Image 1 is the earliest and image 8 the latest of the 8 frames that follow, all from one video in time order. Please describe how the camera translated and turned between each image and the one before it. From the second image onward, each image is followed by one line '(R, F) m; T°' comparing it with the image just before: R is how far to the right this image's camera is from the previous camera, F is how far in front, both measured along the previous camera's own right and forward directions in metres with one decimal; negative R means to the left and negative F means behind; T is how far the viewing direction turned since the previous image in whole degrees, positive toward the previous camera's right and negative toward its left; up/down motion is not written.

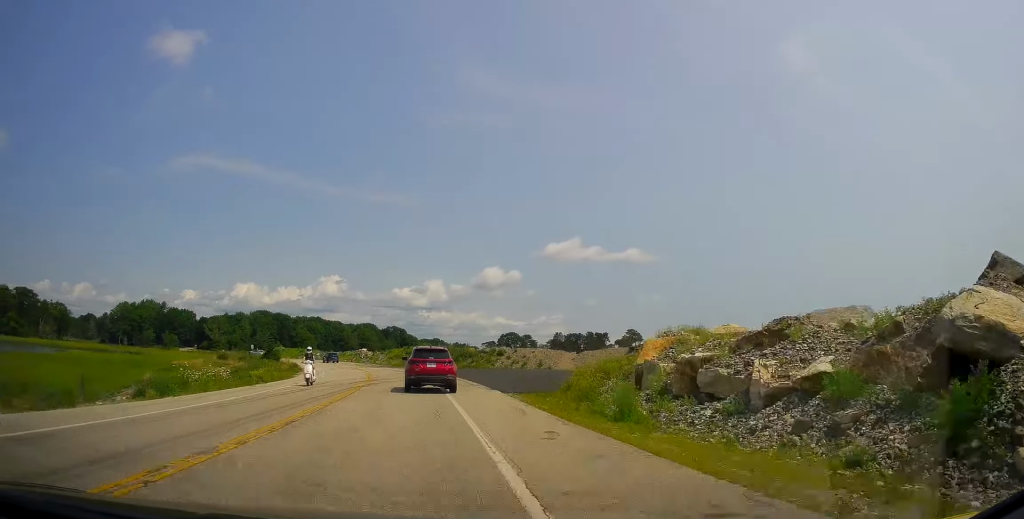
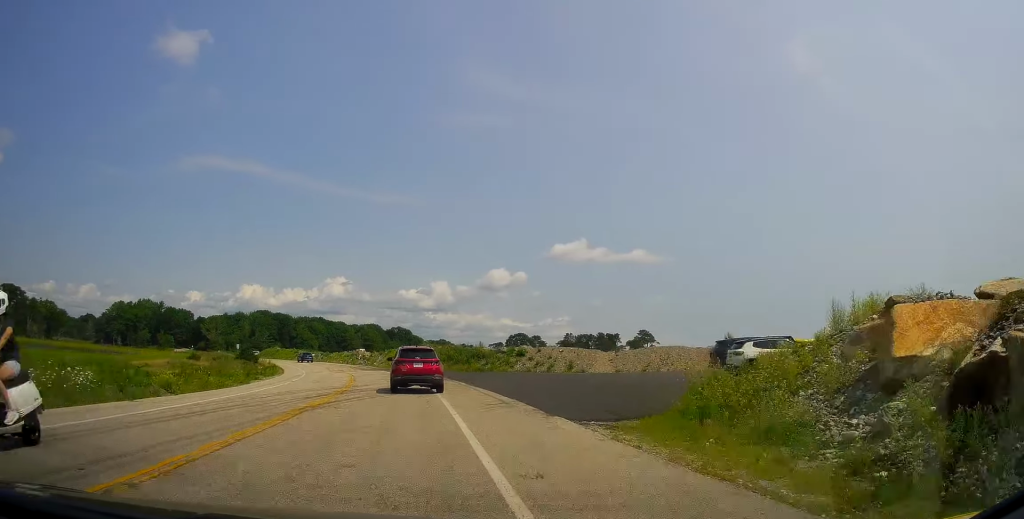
(-0.2, +11.6) m; -2°
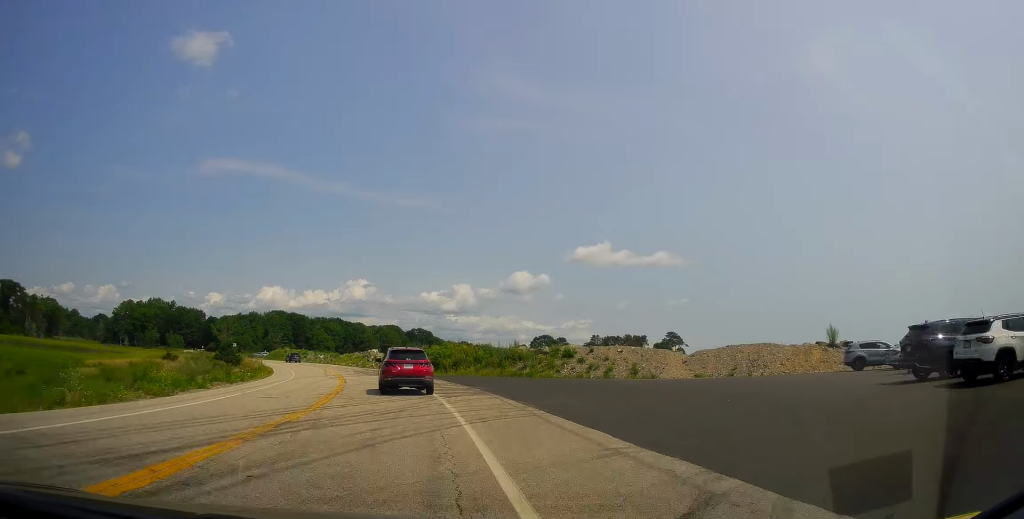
(0.0, +11.6) m; -3°
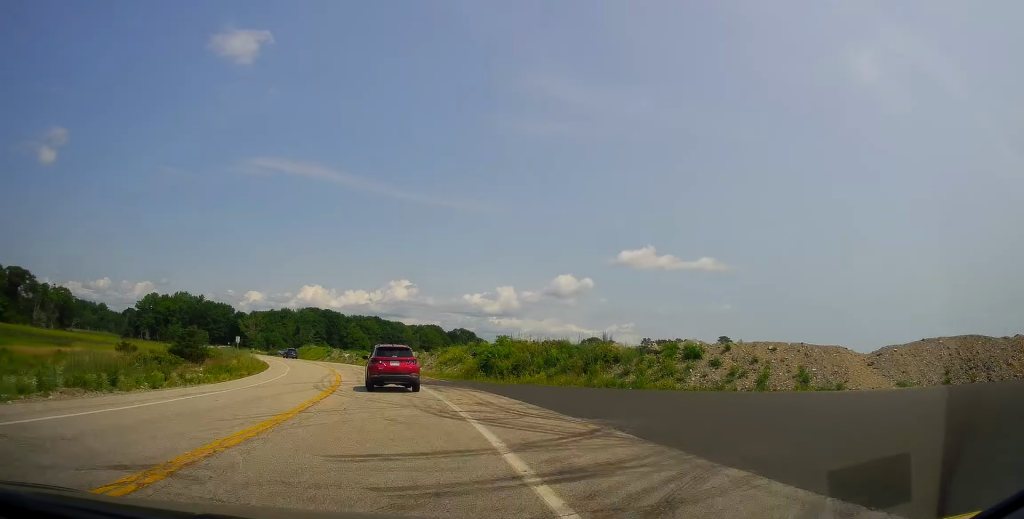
(-0.7, +15.6) m; -5°
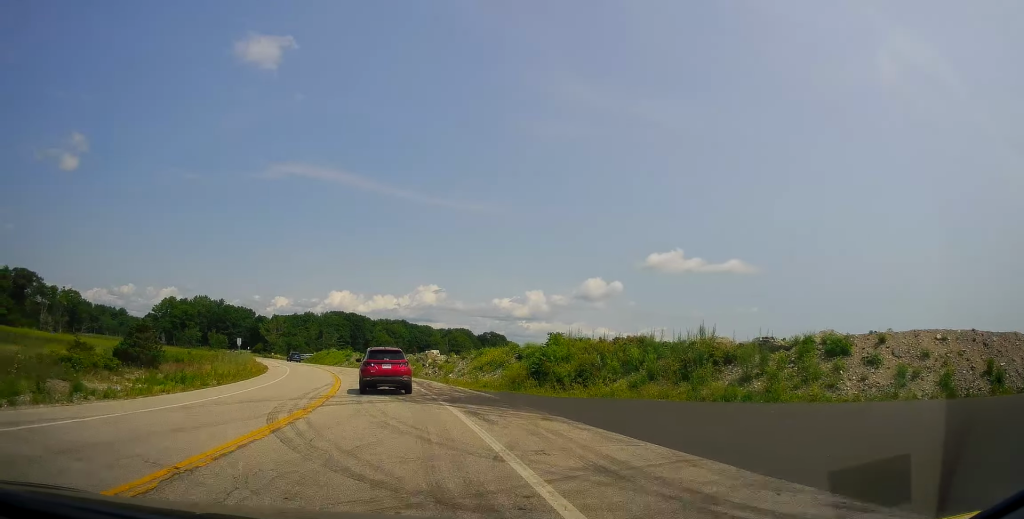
(-0.2, +9.7) m; -3°
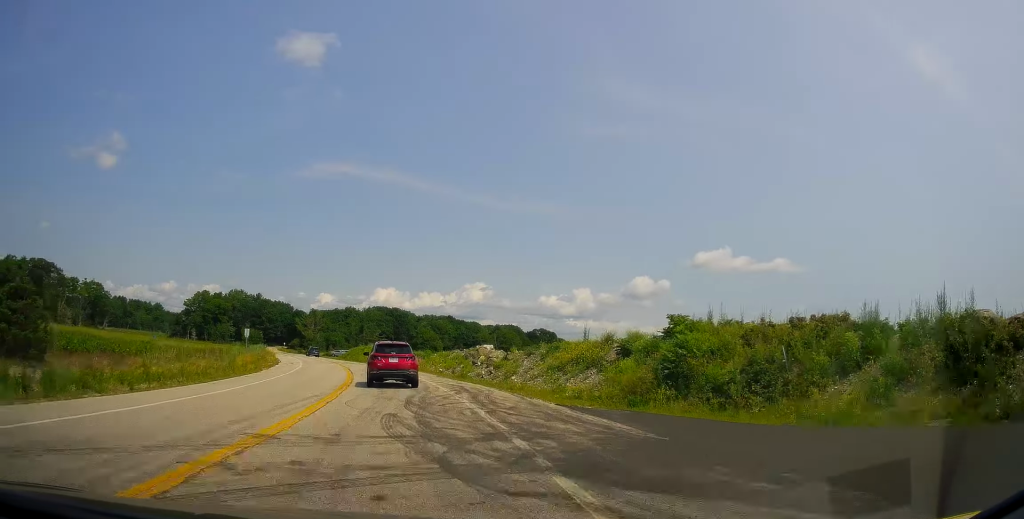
(-0.5, +11.7) m; -4°
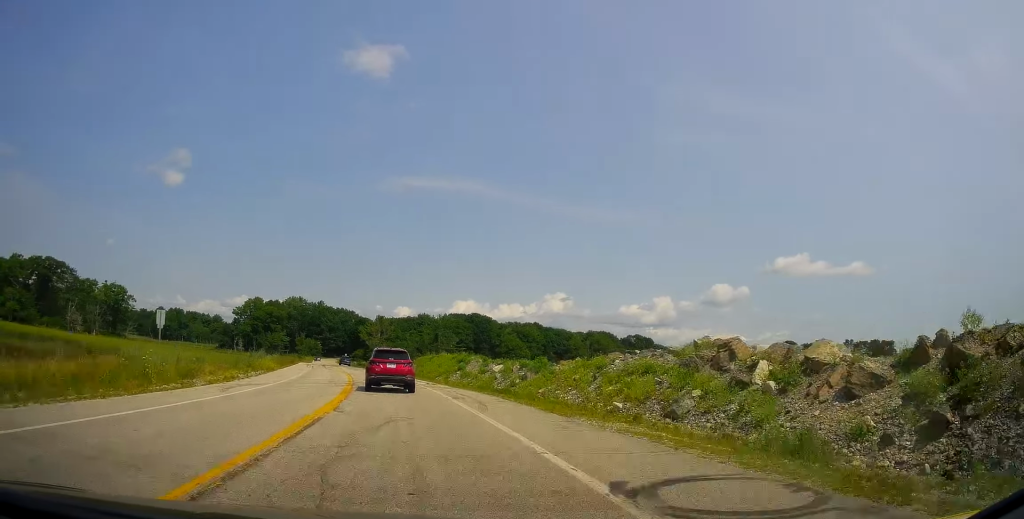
(-1.8, +29.6) m; -7°
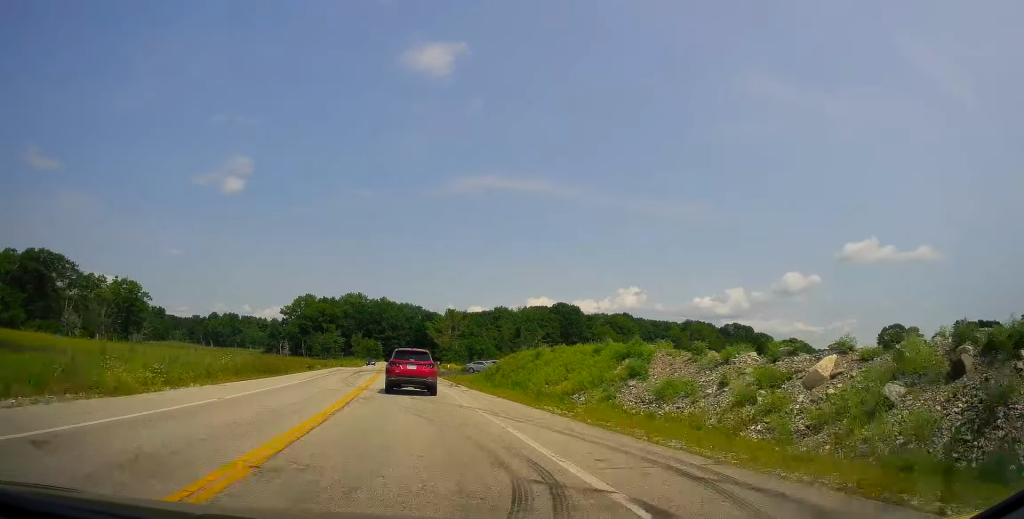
(-1.9, +29.5) m; -7°
